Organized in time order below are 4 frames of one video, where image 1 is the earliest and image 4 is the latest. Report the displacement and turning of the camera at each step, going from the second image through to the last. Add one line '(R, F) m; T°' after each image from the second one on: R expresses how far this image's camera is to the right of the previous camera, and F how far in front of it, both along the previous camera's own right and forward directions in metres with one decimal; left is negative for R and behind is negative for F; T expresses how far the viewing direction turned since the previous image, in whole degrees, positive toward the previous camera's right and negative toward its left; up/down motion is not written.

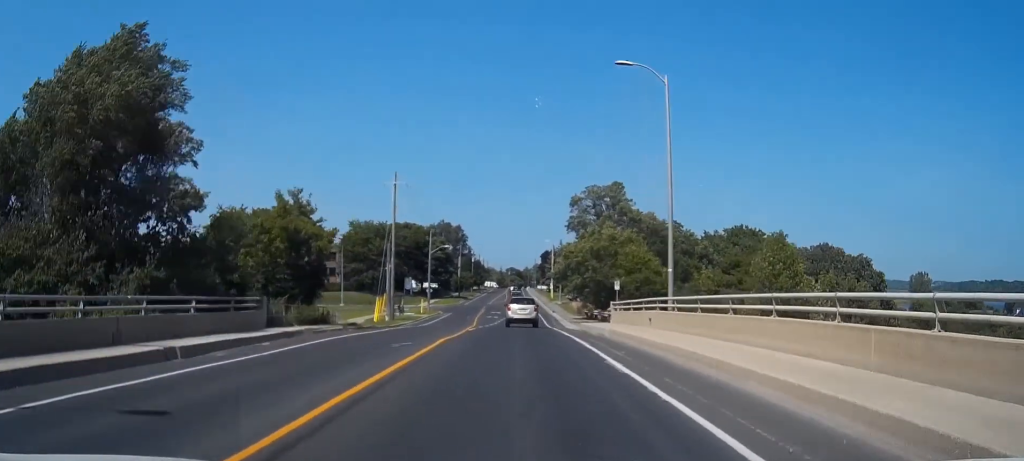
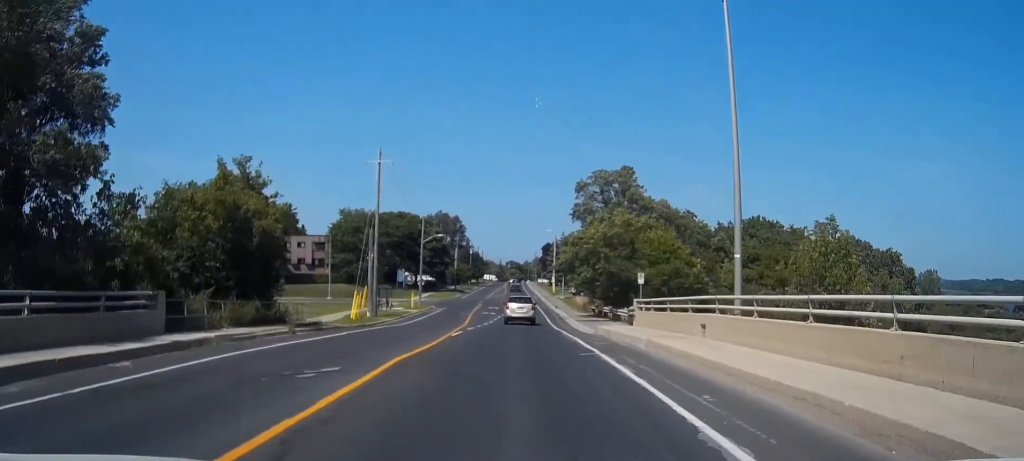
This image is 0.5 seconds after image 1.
(0.0, +8.2) m; 0°
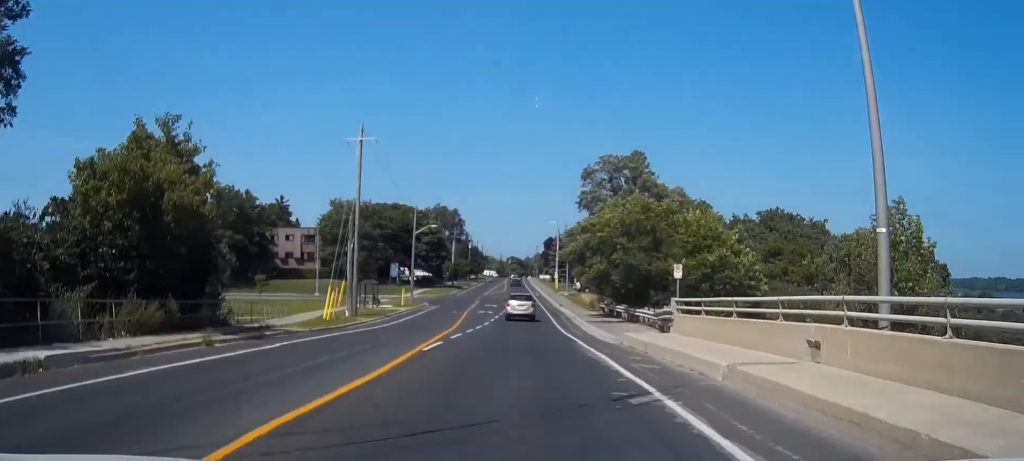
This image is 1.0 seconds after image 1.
(0.0, +7.7) m; 0°
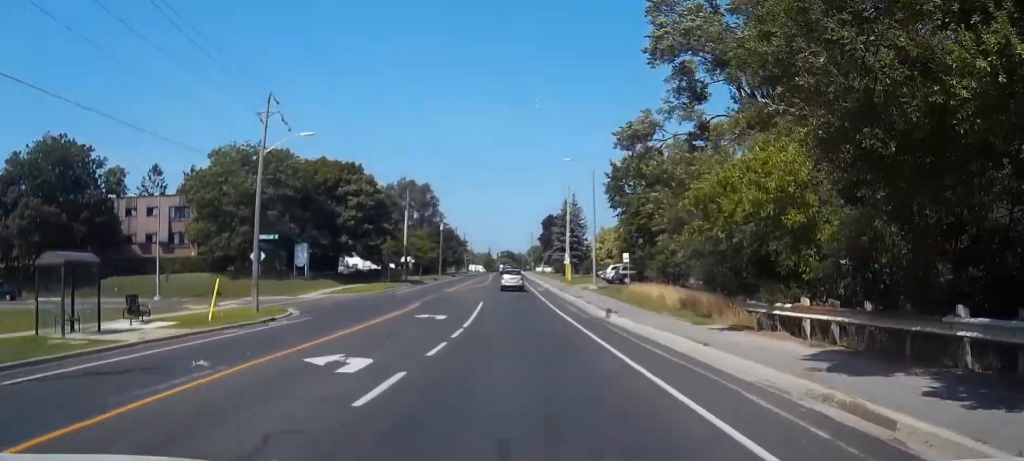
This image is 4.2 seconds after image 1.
(+0.2, +48.1) m; +1°
